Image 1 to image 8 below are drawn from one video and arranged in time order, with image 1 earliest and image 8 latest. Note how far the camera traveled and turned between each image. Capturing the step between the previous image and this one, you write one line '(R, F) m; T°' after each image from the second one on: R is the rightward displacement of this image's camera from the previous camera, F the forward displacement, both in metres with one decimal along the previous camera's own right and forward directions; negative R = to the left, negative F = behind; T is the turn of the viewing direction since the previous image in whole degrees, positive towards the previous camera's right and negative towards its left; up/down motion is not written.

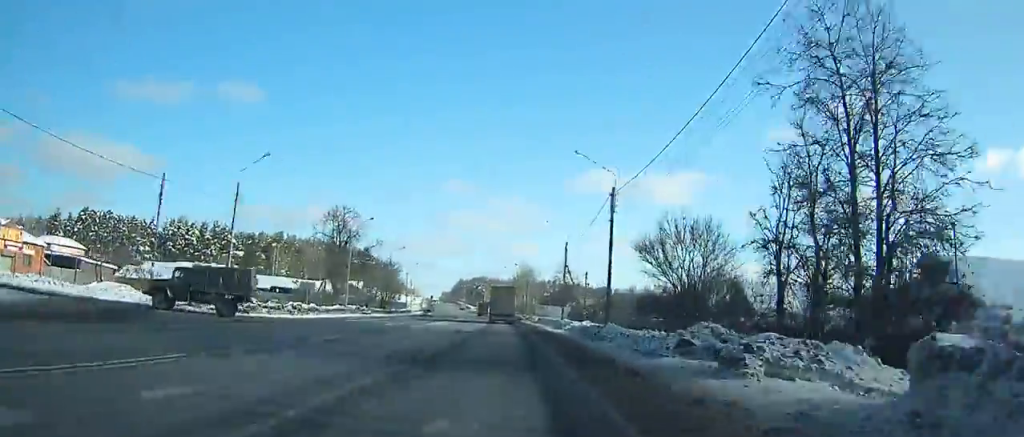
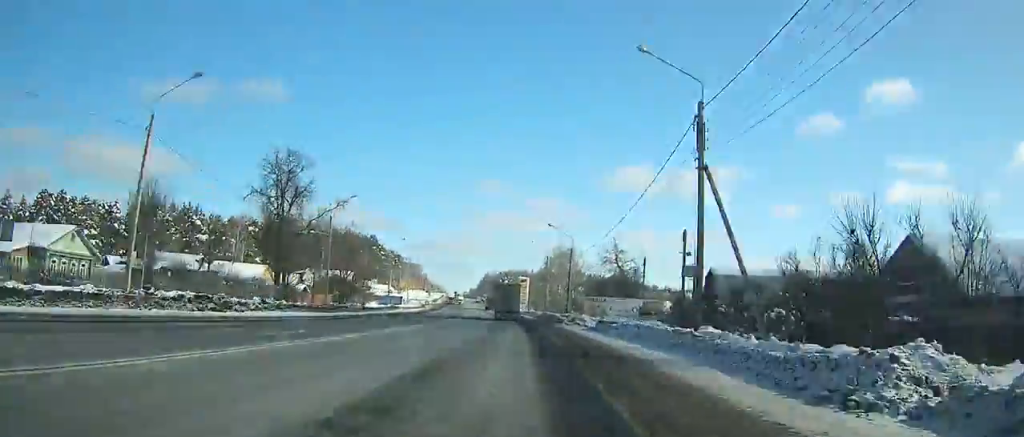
(-1.0, +43.8) m; -2°
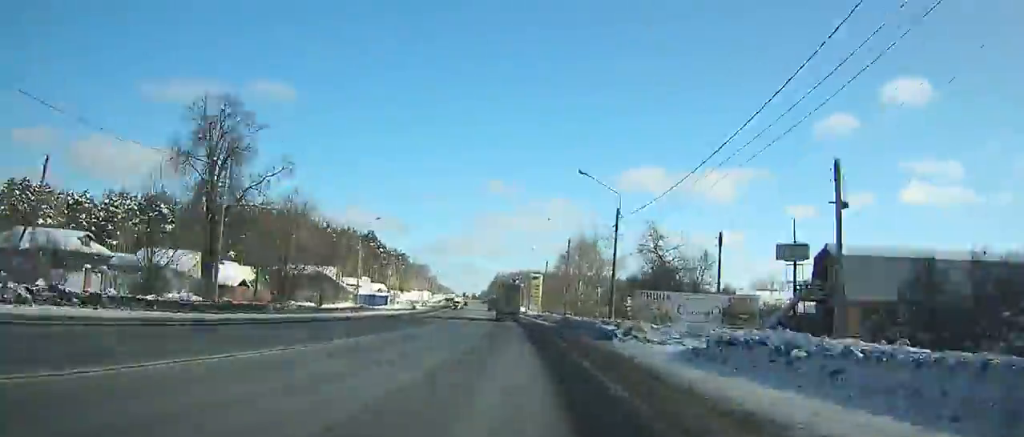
(-0.2, +23.0) m; -1°
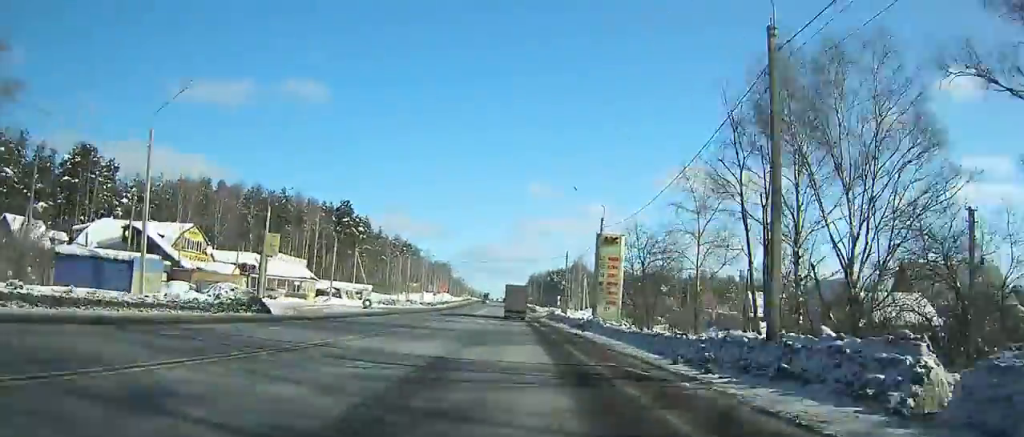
(-3.1, +77.3) m; -4°
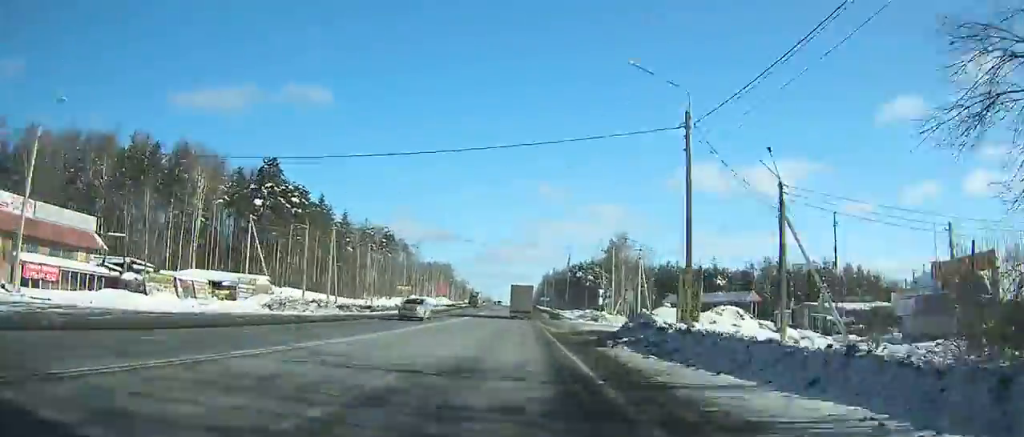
(-0.7, +57.1) m; -1°
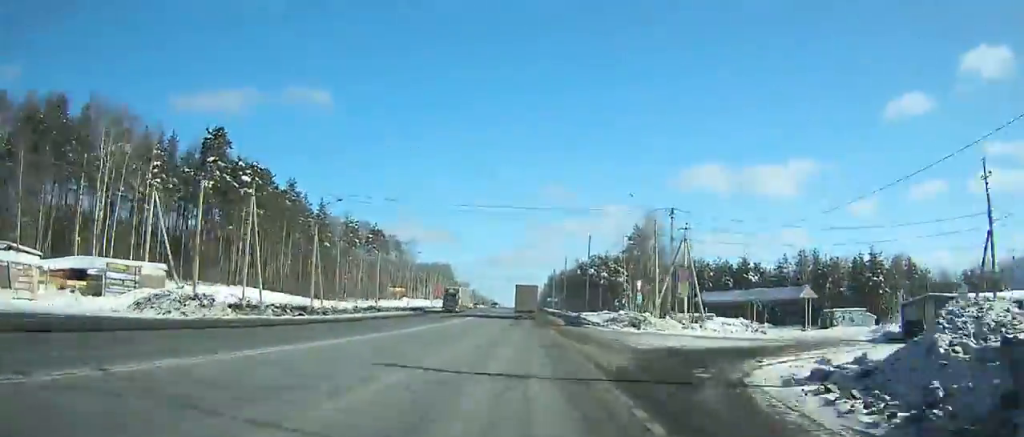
(0.0, +22.4) m; 0°
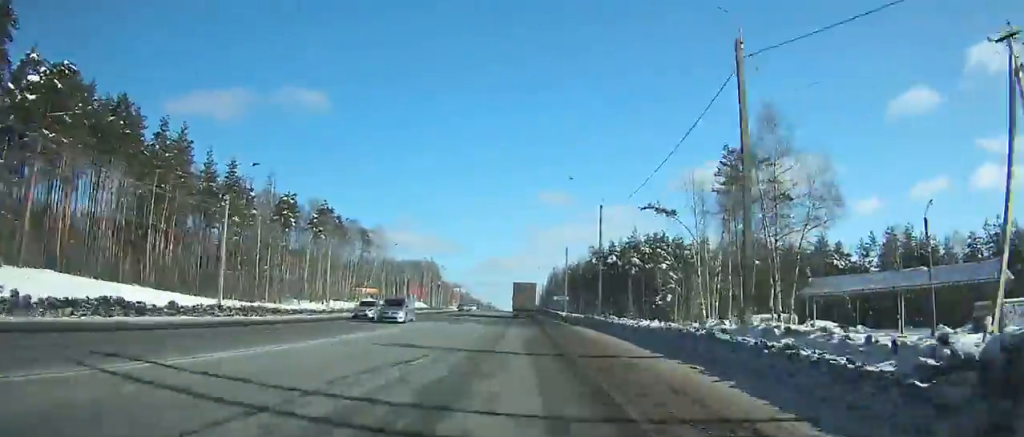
(-0.1, +45.2) m; -2°
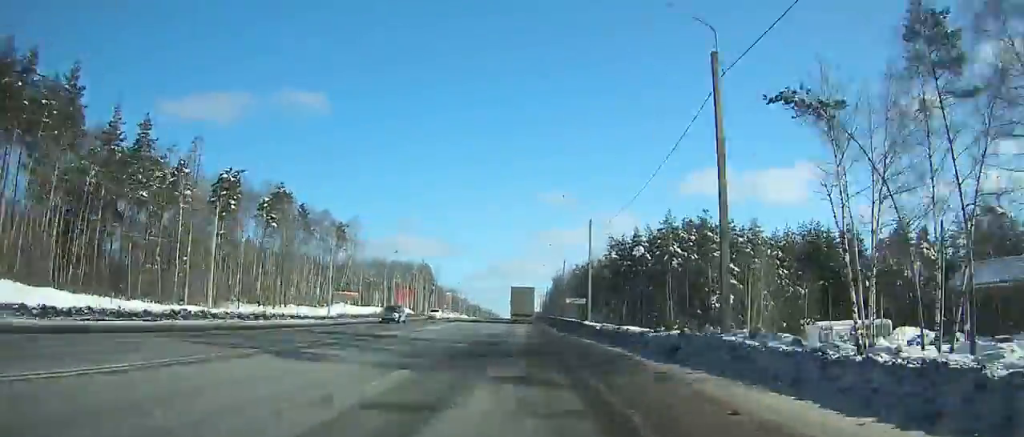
(-0.5, +26.6) m; 0°
